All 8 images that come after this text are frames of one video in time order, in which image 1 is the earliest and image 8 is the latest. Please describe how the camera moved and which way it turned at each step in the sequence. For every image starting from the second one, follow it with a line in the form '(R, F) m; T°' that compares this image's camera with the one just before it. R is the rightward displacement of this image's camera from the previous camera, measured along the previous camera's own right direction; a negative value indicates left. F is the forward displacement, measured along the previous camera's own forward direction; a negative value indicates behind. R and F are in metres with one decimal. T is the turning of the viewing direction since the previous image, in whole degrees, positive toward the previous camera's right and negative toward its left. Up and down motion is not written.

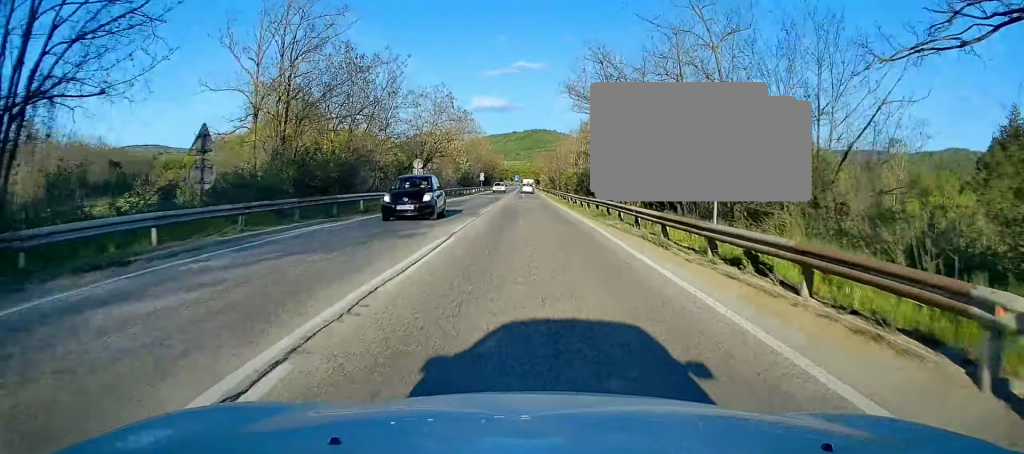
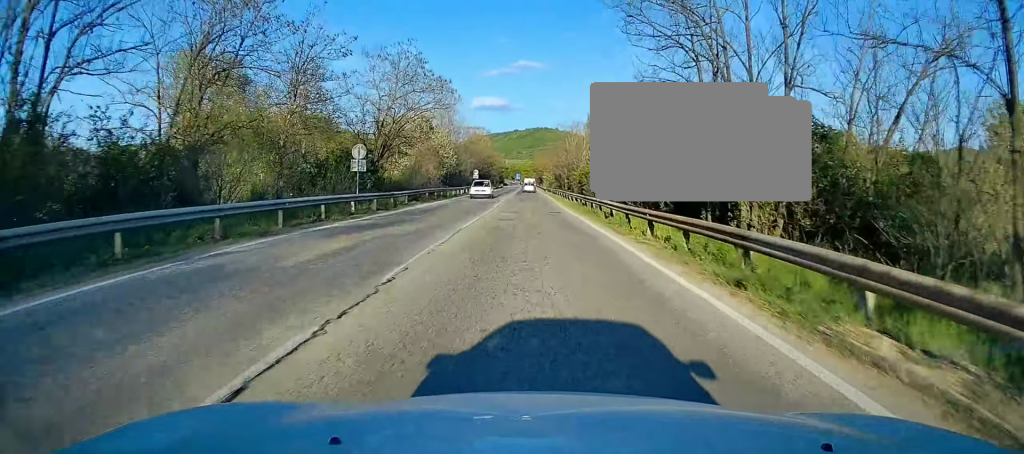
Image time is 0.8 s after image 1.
(0.0, +16.8) m; 0°
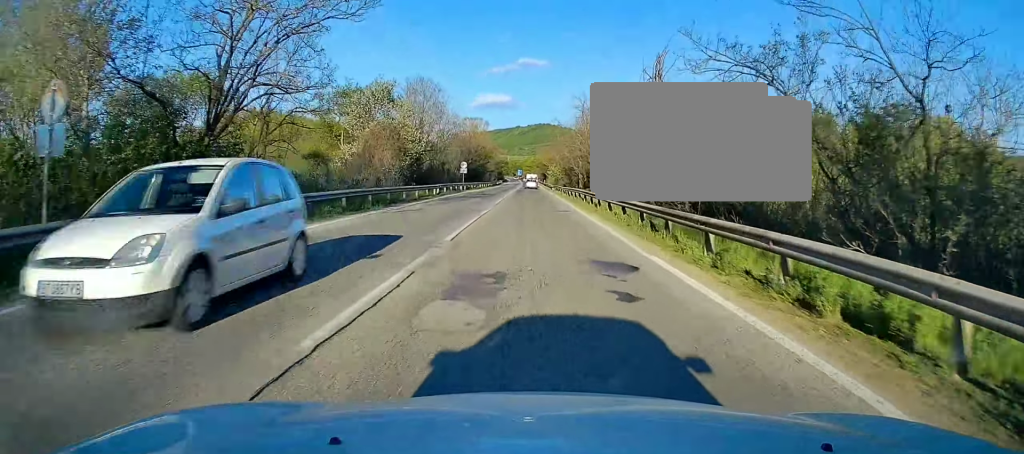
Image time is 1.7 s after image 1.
(0.0, +20.5) m; 0°
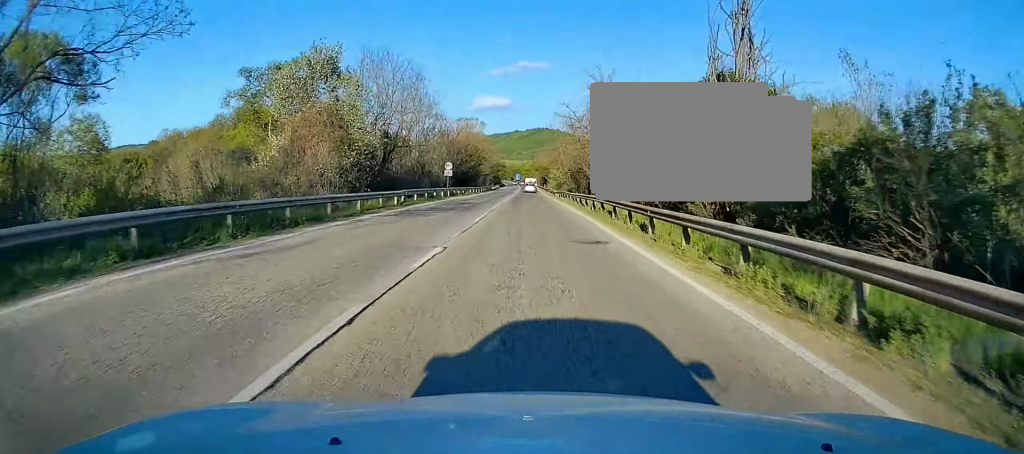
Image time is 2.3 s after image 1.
(0.0, +13.3) m; 0°
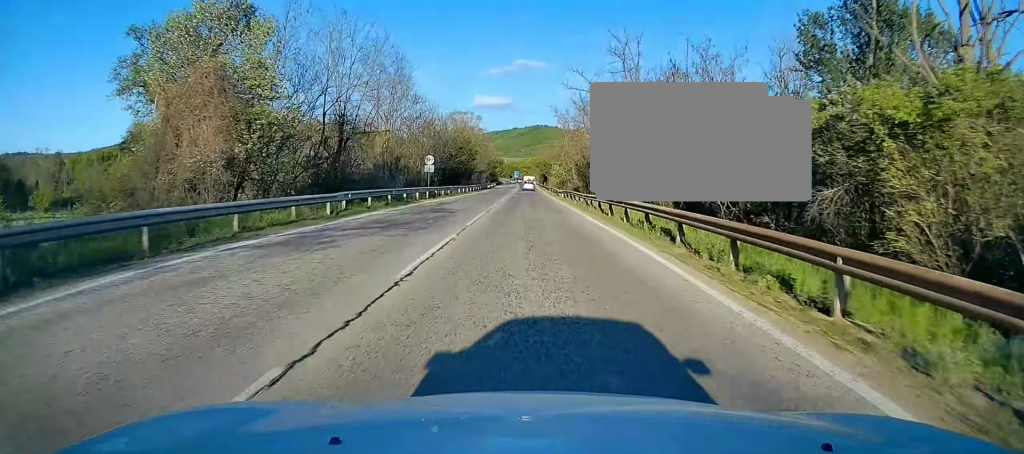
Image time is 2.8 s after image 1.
(0.0, +11.1) m; 0°
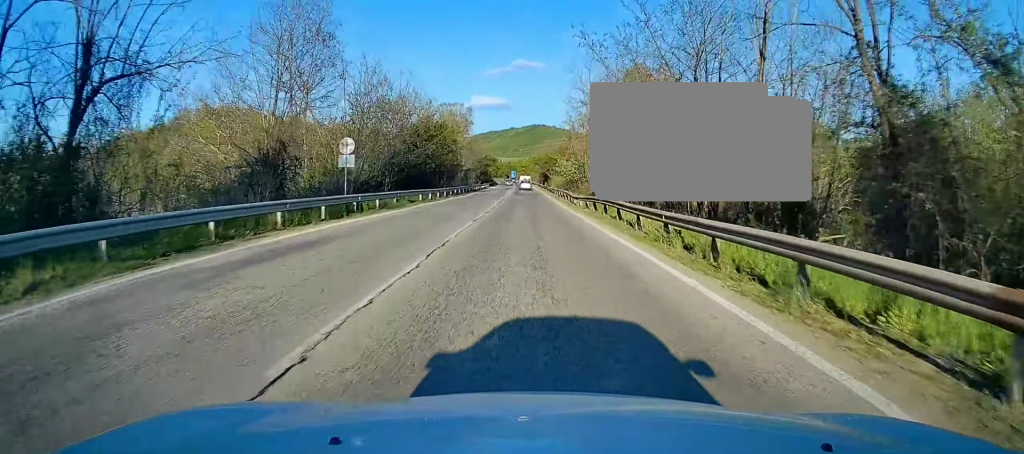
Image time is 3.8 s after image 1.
(0.0, +22.1) m; 0°
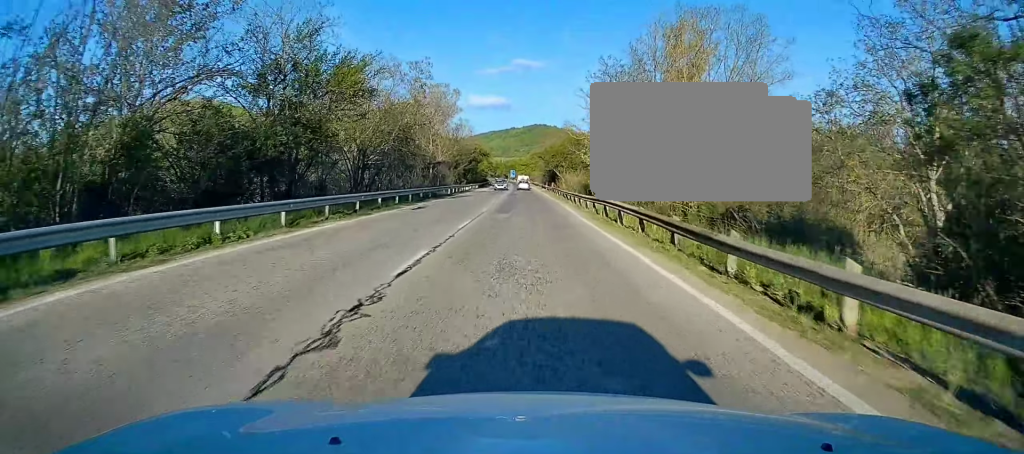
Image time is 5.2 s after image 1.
(0.0, +31.7) m; 0°
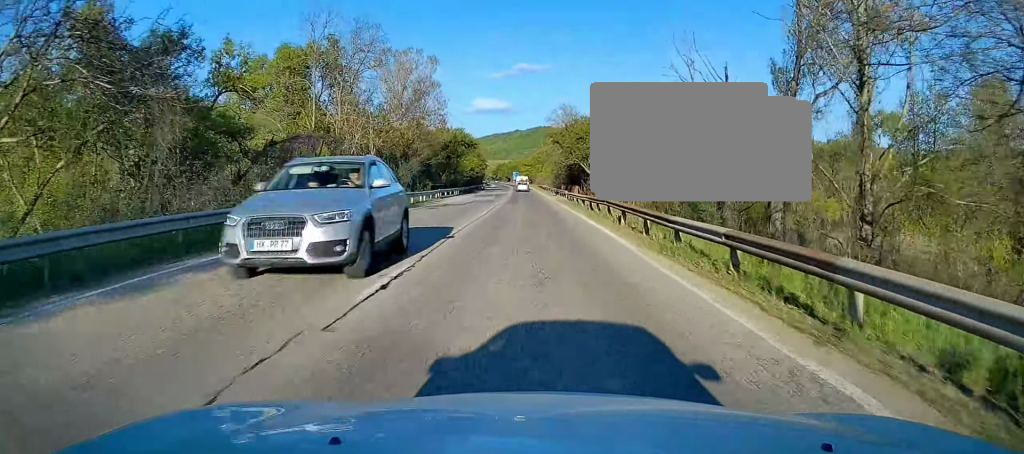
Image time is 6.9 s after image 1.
(+0.3, +38.0) m; +1°
